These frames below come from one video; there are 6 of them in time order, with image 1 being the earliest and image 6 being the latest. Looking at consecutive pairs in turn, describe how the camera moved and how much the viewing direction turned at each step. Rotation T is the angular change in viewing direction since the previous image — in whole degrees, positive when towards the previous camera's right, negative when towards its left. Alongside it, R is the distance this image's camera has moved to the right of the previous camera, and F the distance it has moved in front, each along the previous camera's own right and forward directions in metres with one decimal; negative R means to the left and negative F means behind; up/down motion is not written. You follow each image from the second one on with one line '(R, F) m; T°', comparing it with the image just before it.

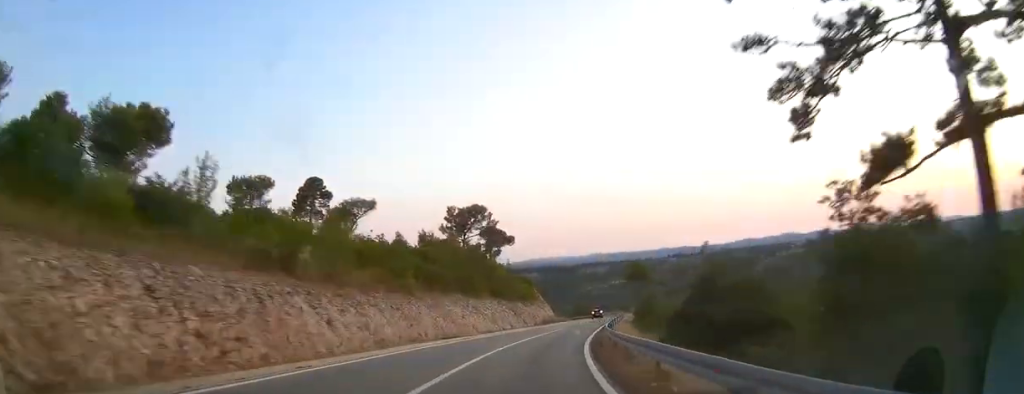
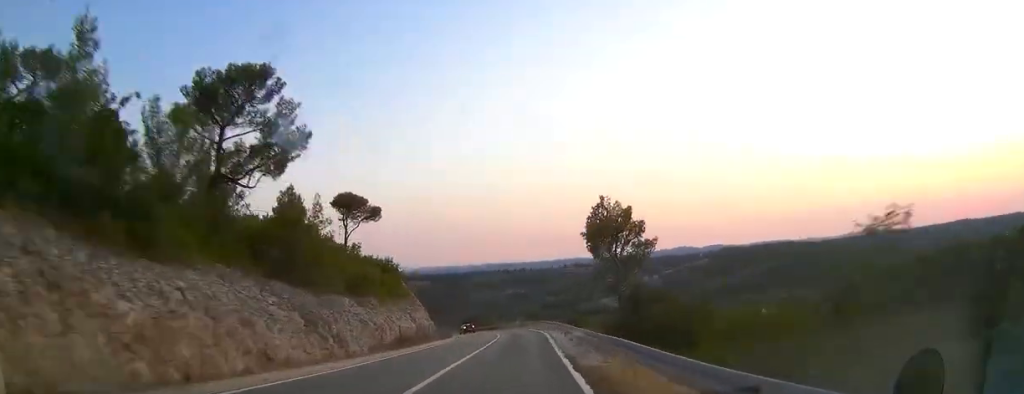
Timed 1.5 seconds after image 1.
(+3.2, +31.3) m; +6°
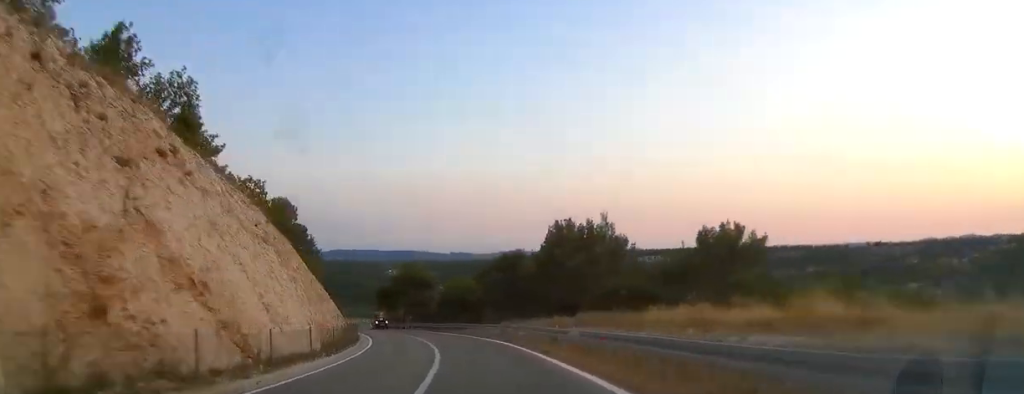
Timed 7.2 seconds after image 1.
(-14.2, +114.6) m; -26°
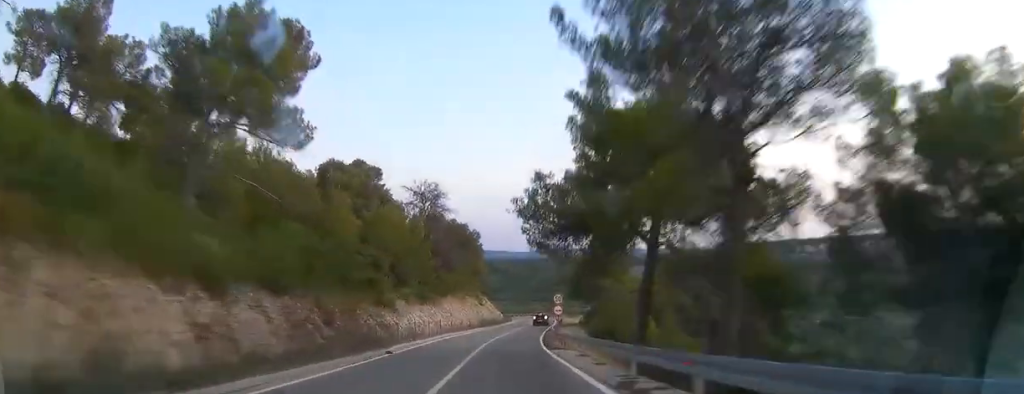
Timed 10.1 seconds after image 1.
(-11.9, +60.3) m; -16°
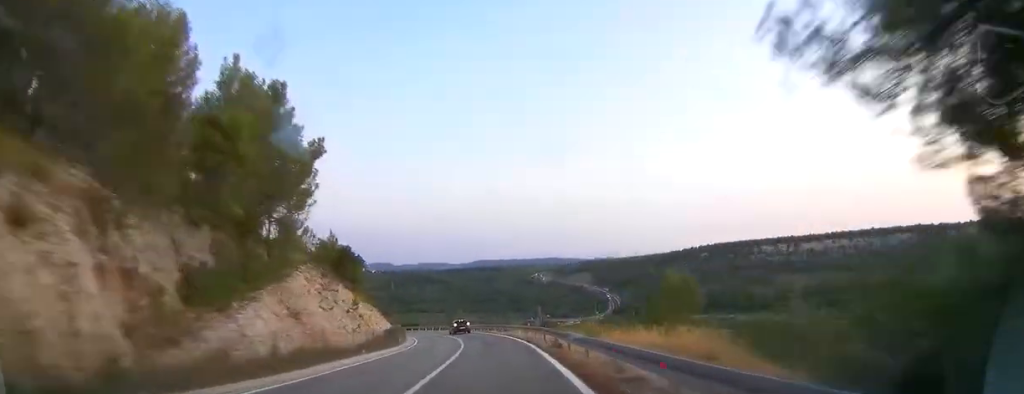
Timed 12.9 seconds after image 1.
(-2.1, +60.5) m; -2°
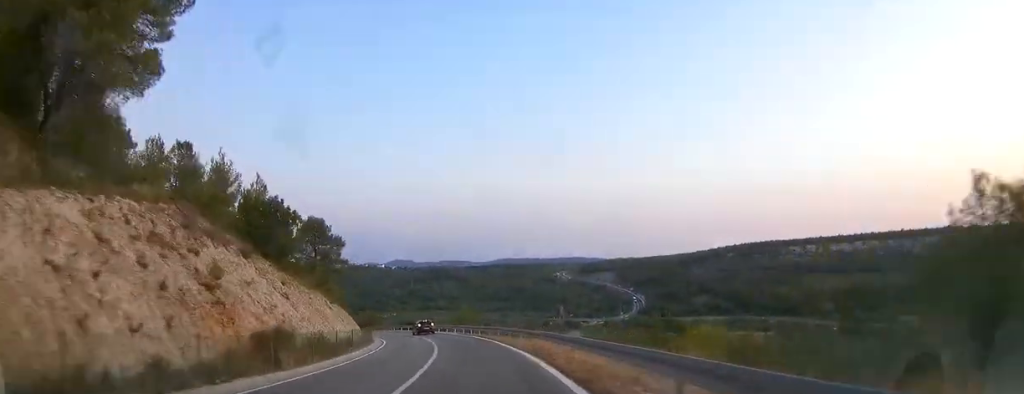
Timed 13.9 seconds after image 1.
(-0.2, +21.3) m; -3°
